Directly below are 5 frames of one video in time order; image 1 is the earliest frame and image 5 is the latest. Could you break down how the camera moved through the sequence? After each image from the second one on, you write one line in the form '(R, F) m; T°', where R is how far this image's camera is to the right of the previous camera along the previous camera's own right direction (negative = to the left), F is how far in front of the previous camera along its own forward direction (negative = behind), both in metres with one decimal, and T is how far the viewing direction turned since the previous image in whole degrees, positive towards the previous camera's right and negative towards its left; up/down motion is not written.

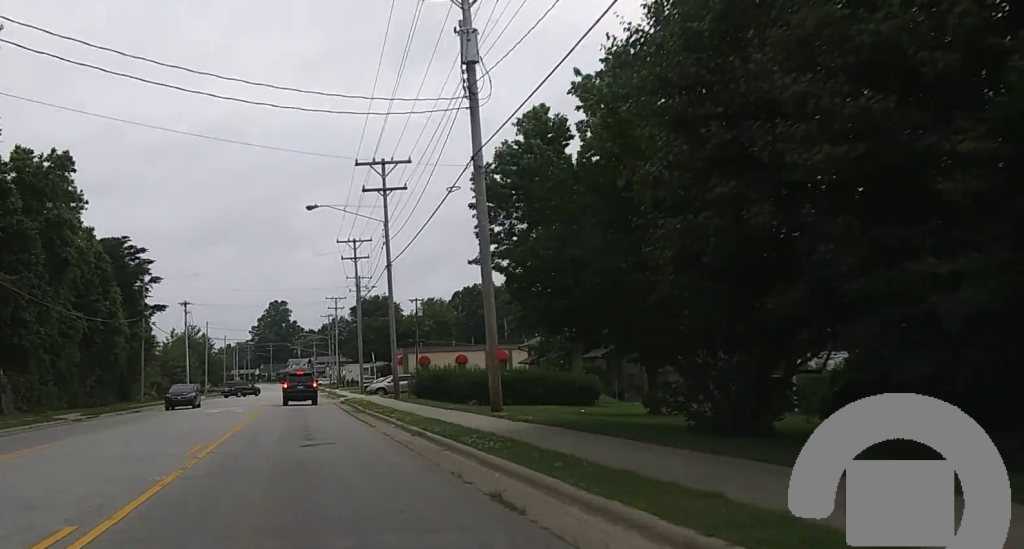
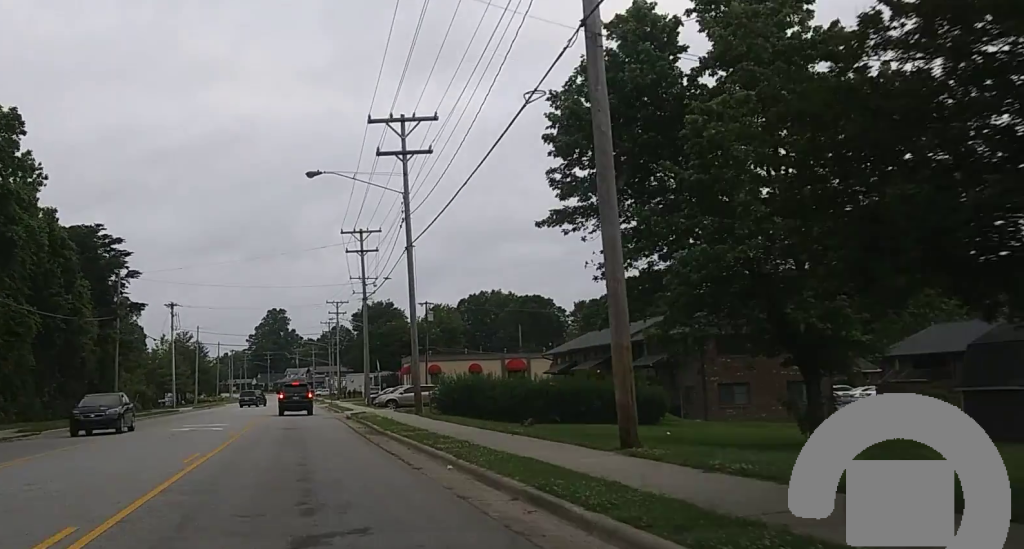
(0.0, +12.7) m; 0°
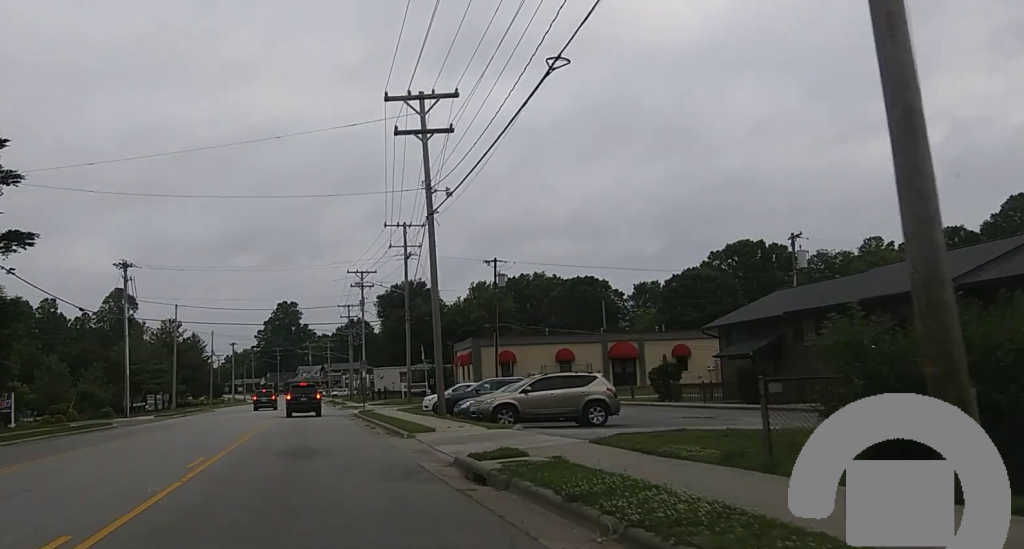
(-0.1, +38.4) m; -1°
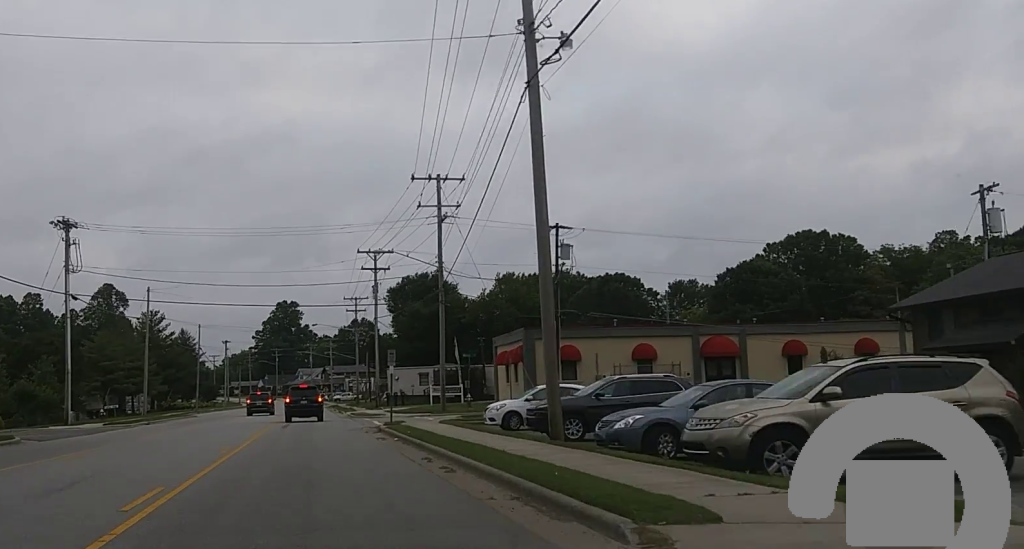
(-0.1, +19.0) m; 0°
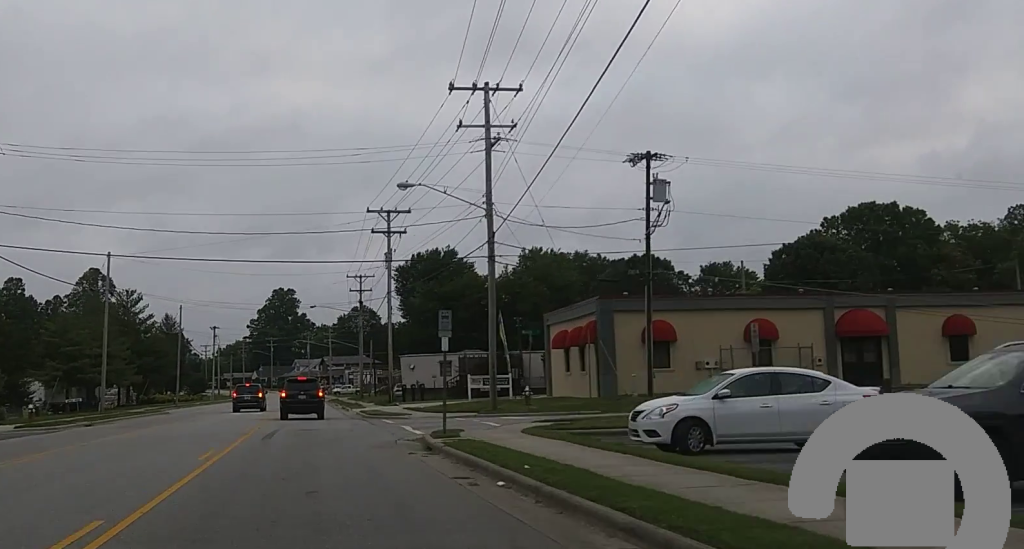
(+0.1, +14.2) m; 0°
